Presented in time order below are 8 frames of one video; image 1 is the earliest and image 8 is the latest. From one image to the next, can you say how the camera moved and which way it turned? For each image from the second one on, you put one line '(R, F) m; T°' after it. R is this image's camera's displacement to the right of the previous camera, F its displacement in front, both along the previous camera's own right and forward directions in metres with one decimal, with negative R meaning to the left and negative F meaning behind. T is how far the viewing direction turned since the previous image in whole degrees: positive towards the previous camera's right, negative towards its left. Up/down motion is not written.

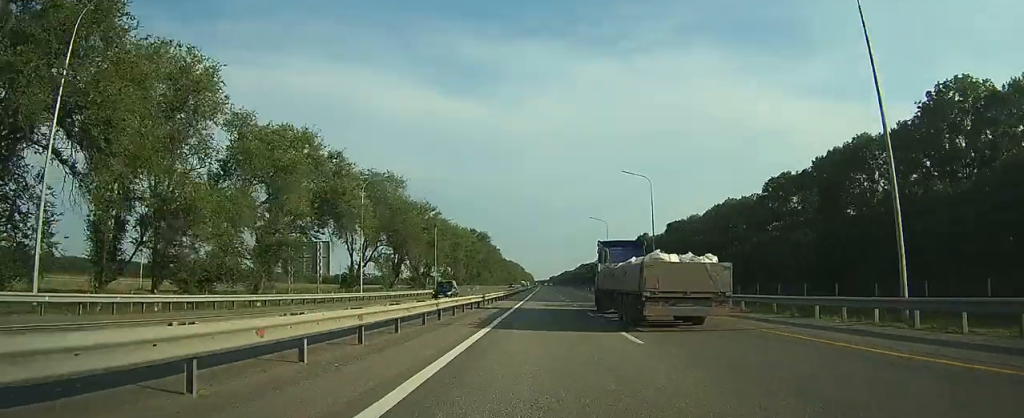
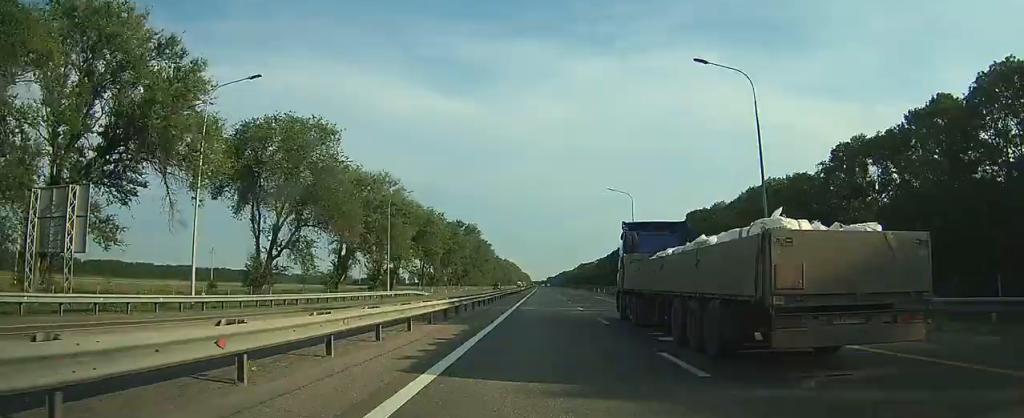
(0.0, +29.0) m; 0°
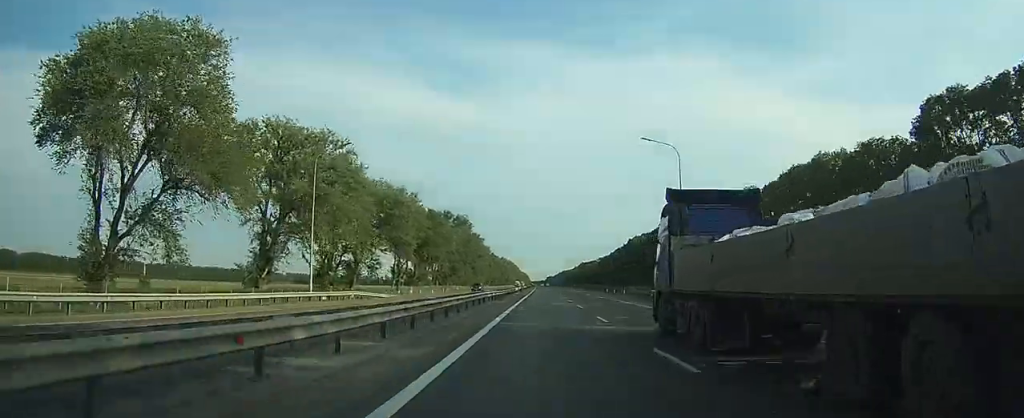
(0.0, +23.5) m; 0°
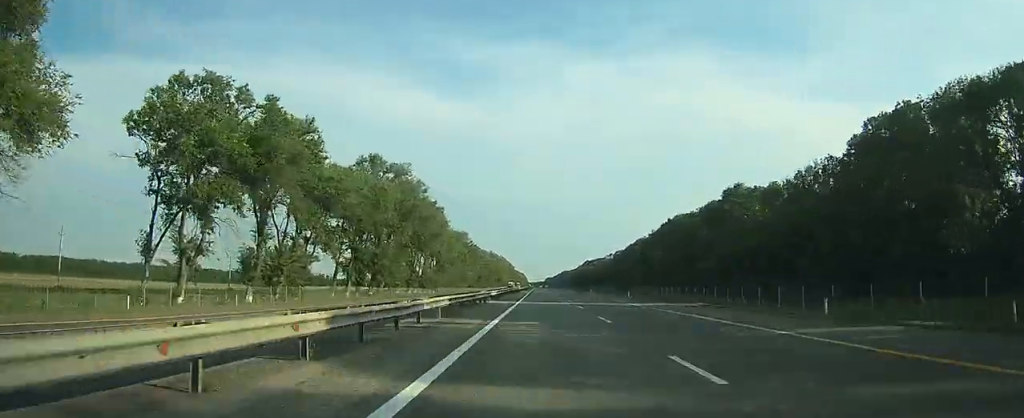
(+0.5, +73.7) m; +1°
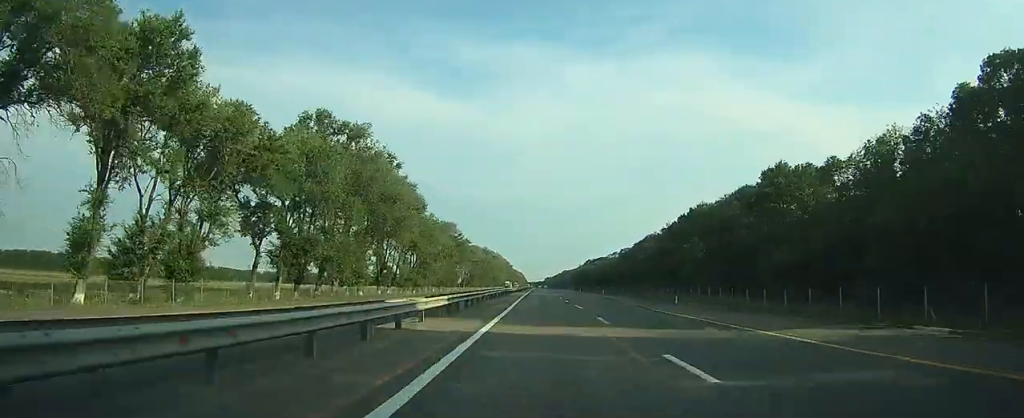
(0.0, +24.0) m; 0°
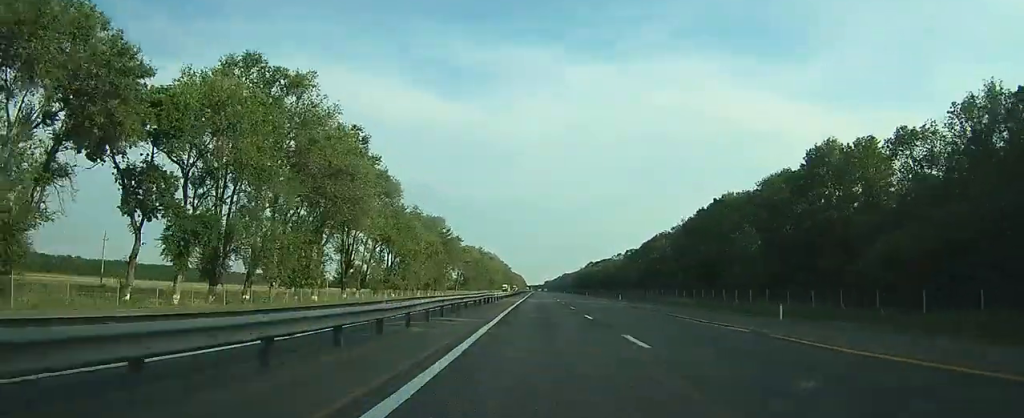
(0.0, +19.5) m; 0°
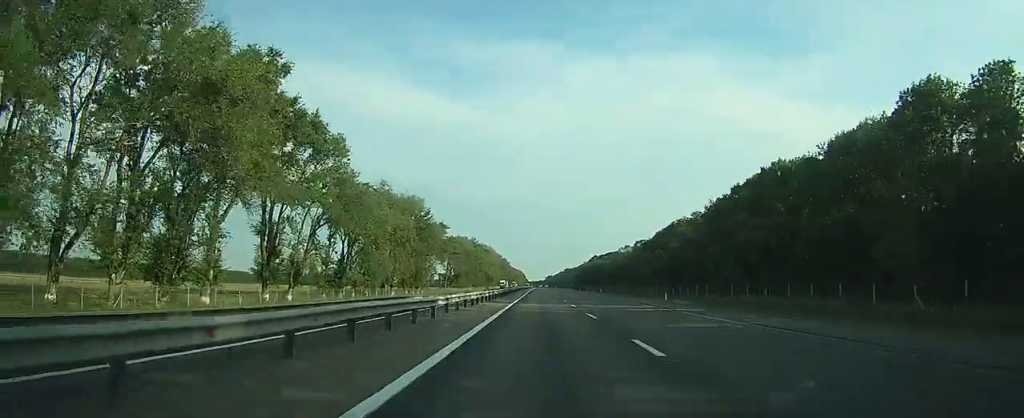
(0.0, +26.5) m; 0°
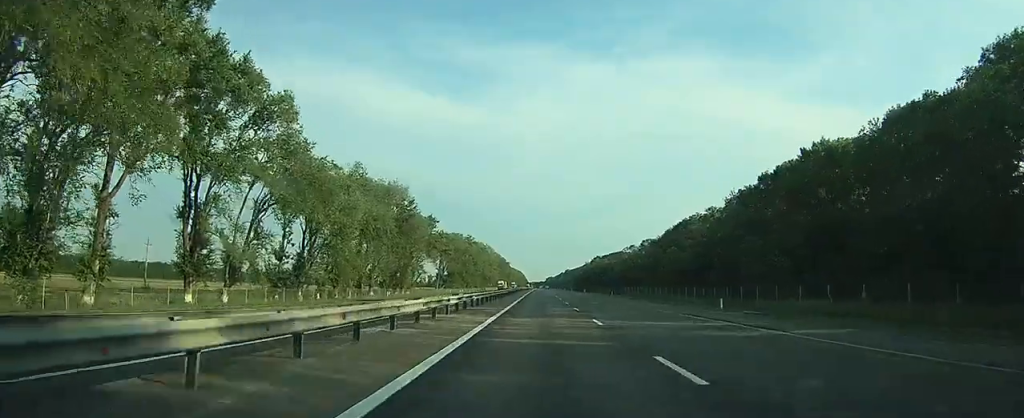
(0.0, +14.9) m; 0°
